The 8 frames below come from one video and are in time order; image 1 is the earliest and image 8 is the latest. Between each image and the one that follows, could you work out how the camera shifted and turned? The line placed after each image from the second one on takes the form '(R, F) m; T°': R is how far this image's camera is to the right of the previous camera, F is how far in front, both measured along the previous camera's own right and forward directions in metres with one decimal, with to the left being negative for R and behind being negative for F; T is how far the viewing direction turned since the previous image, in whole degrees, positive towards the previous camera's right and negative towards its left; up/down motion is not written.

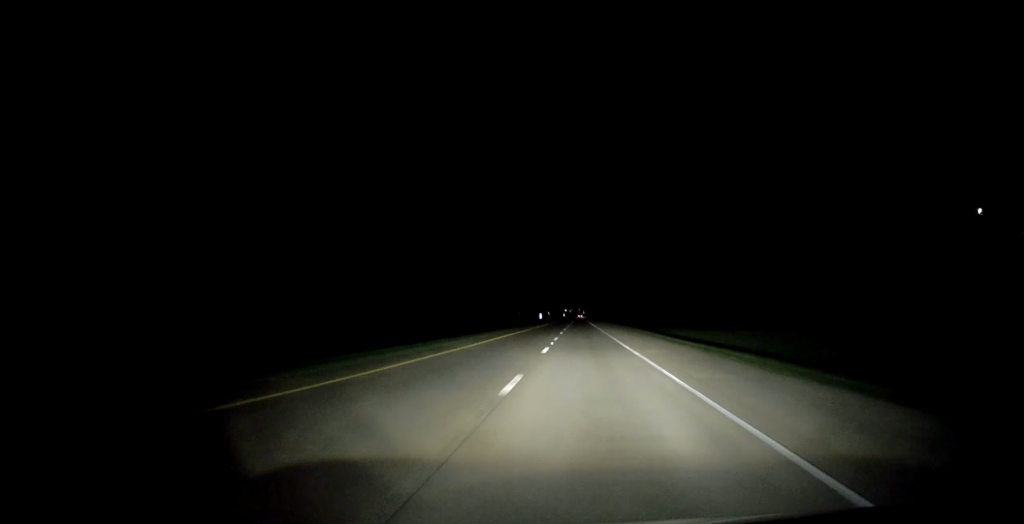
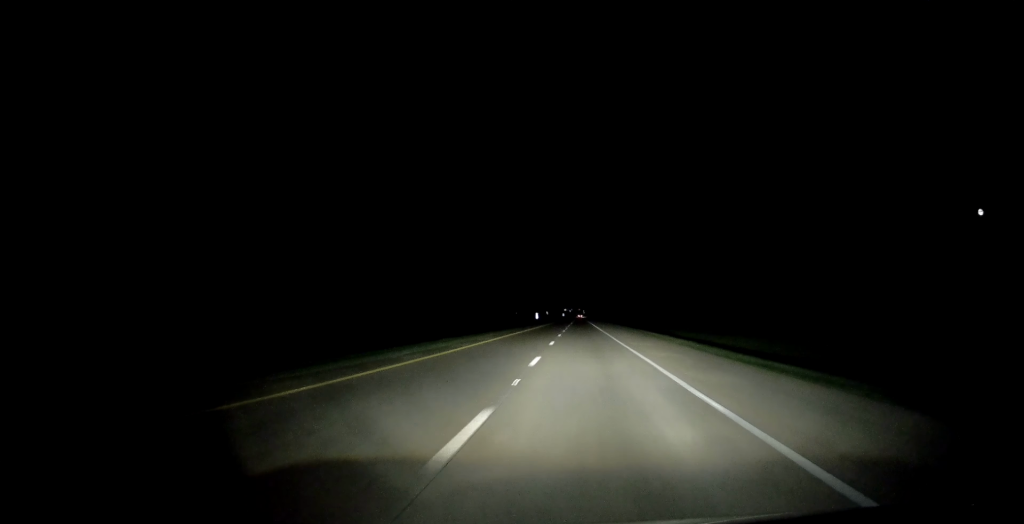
(-0.2, +17.7) m; 0°
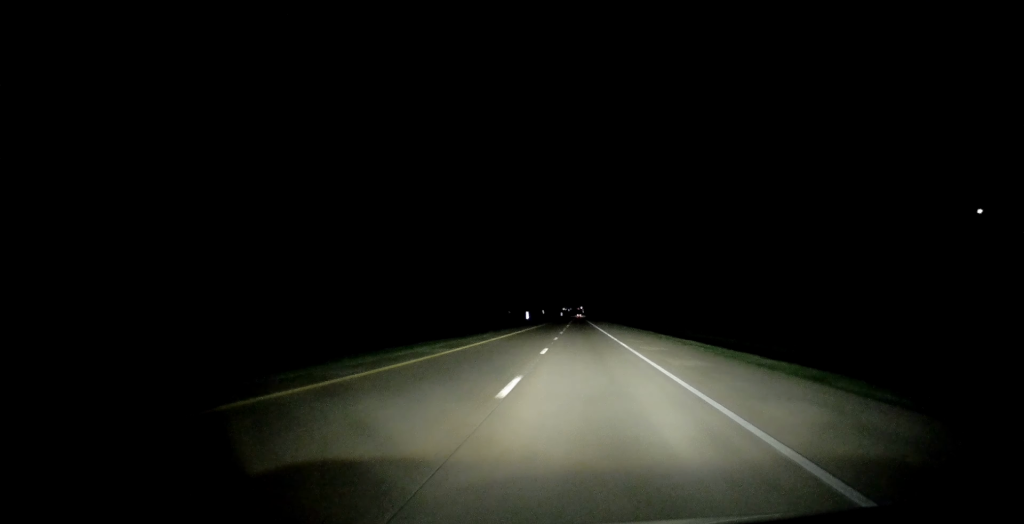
(+0.5, +31.1) m; 0°
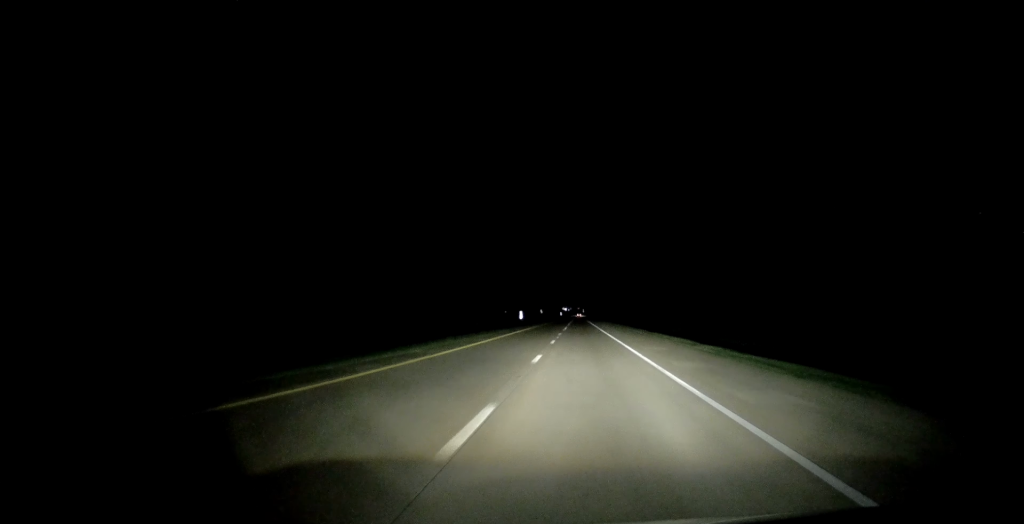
(-0.2, +16.5) m; 0°
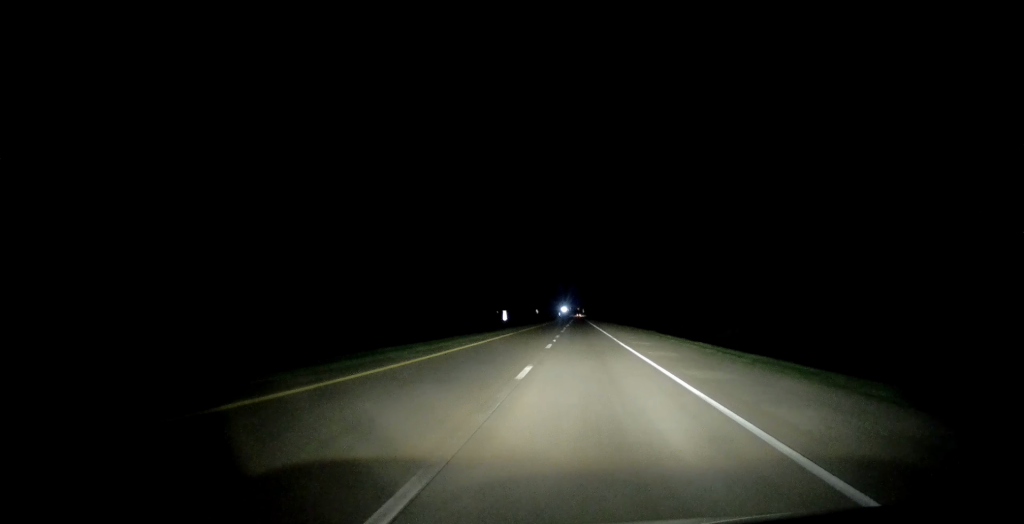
(-0.1, +28.6) m; 0°
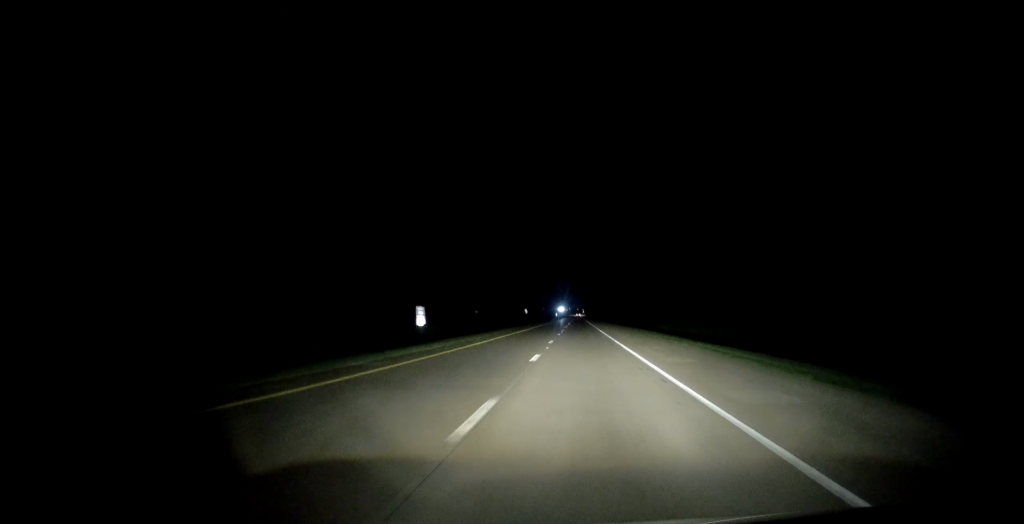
(-0.2, +55.0) m; -1°
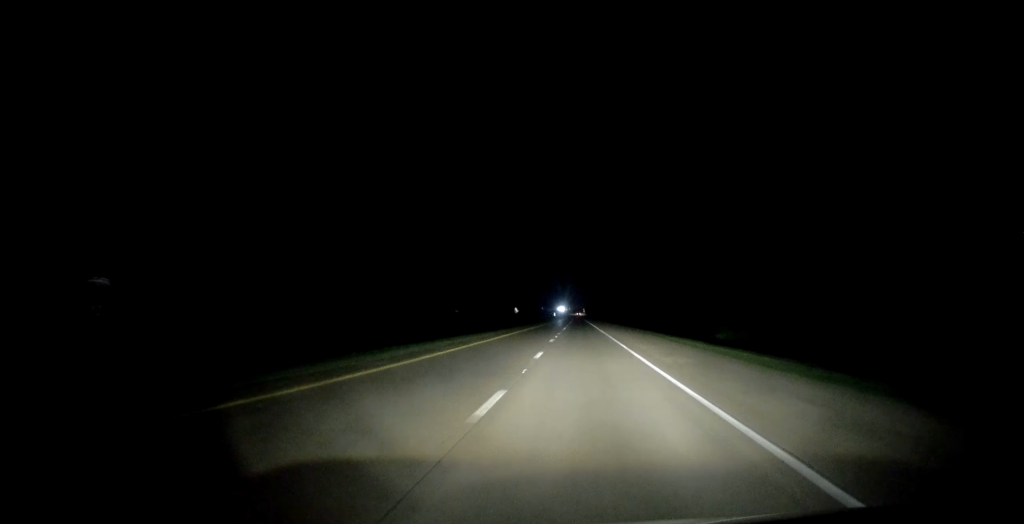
(+0.4, +35.4) m; 0°
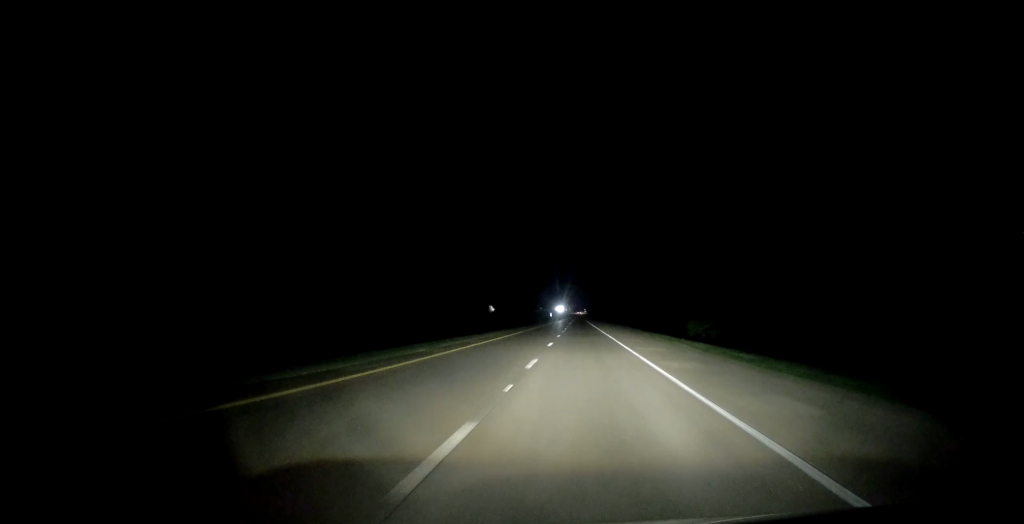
(+0.2, +51.9) m; +1°
